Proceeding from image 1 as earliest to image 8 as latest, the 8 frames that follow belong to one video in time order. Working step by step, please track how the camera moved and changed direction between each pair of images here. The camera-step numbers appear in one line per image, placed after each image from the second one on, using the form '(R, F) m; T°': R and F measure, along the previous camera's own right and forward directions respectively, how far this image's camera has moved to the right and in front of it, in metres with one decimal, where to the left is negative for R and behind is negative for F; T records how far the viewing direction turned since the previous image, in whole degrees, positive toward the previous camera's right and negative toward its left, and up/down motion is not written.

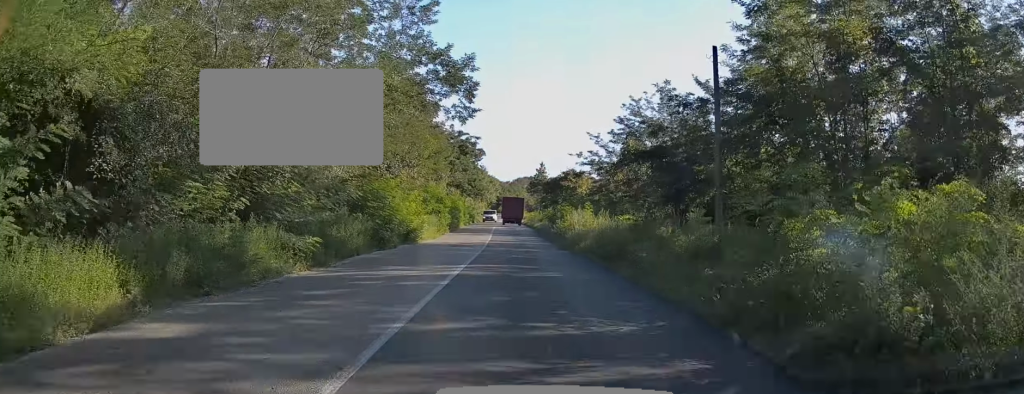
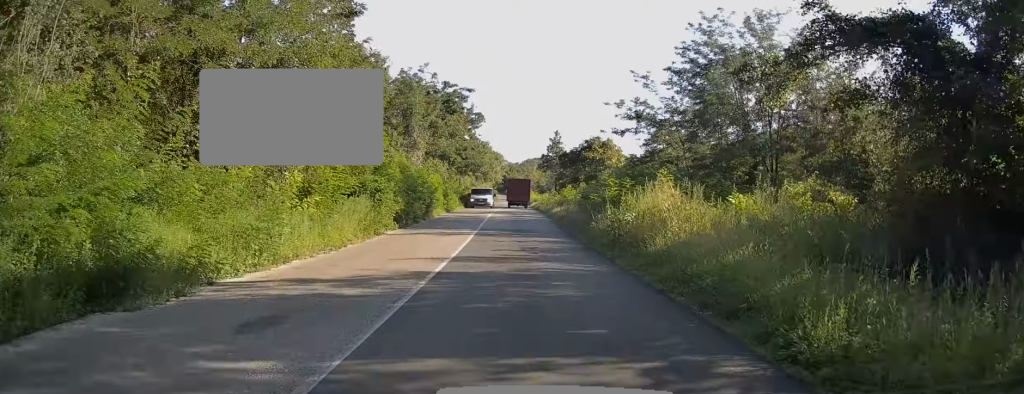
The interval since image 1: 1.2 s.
(-0.2, +19.1) m; -1°
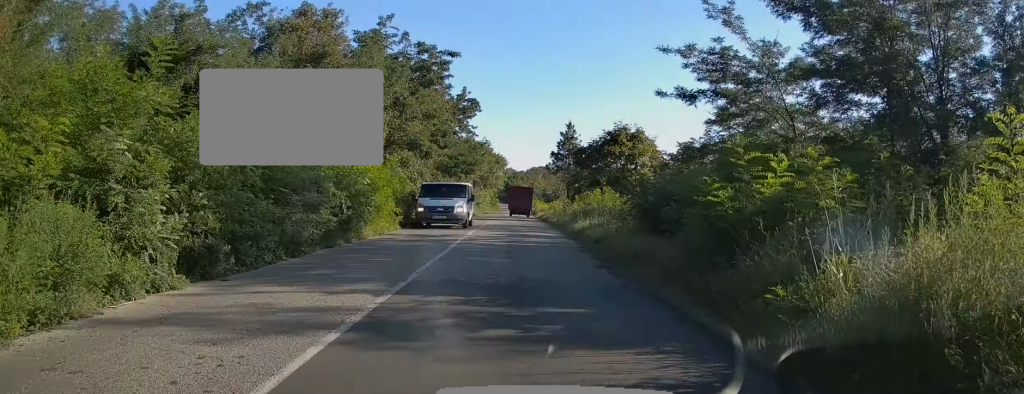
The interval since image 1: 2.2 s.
(0.0, +14.7) m; 0°
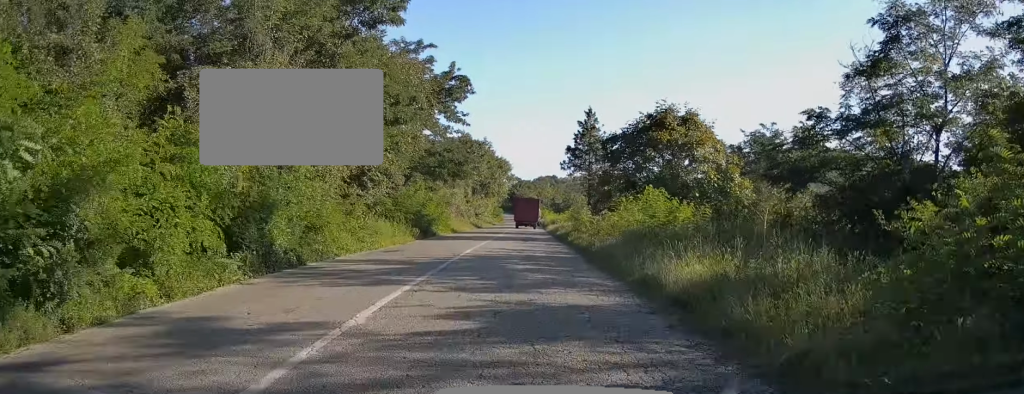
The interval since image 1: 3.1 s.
(-0.1, +14.0) m; -1°
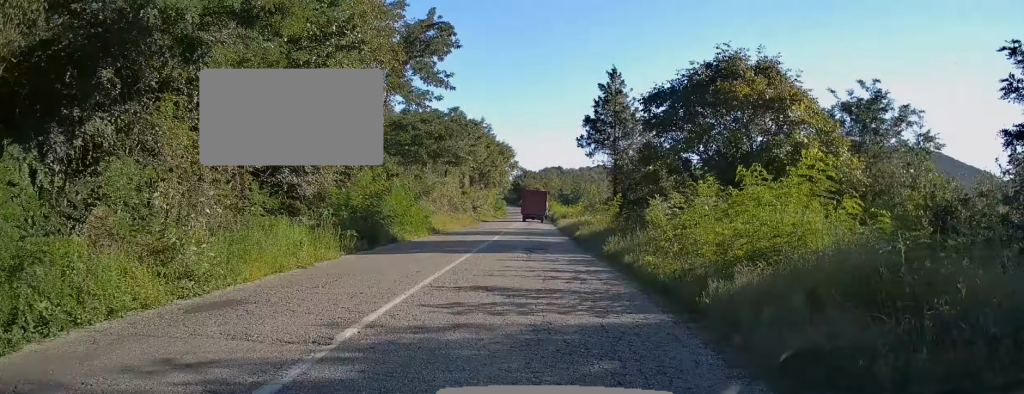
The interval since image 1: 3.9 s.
(-0.1, +11.0) m; 0°
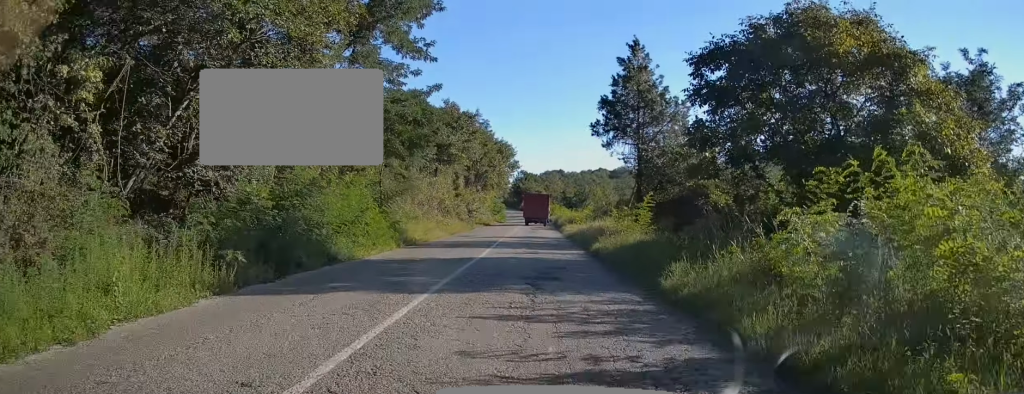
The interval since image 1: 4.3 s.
(0.0, +7.1) m; 0°
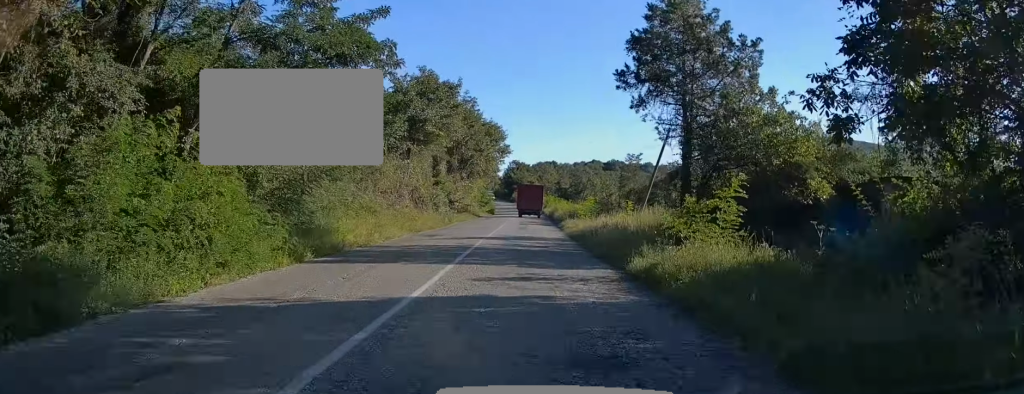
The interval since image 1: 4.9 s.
(0.0, +9.1) m; 0°
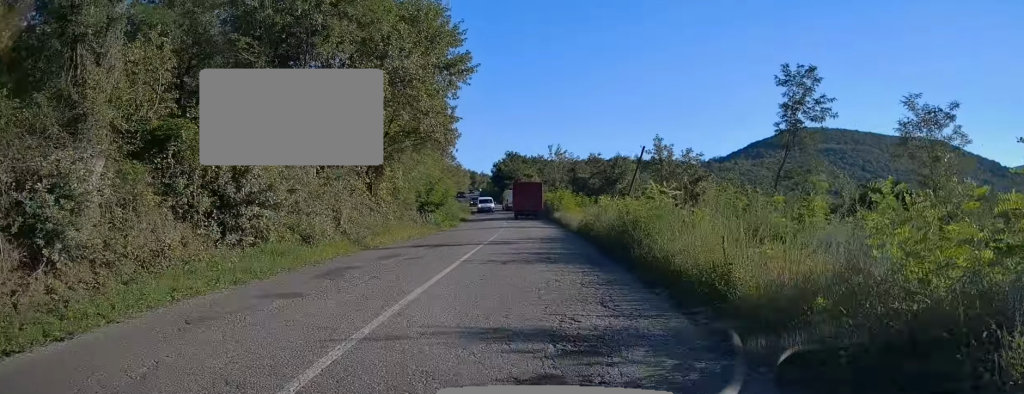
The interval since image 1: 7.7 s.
(+0.3, +41.4) m; +1°
